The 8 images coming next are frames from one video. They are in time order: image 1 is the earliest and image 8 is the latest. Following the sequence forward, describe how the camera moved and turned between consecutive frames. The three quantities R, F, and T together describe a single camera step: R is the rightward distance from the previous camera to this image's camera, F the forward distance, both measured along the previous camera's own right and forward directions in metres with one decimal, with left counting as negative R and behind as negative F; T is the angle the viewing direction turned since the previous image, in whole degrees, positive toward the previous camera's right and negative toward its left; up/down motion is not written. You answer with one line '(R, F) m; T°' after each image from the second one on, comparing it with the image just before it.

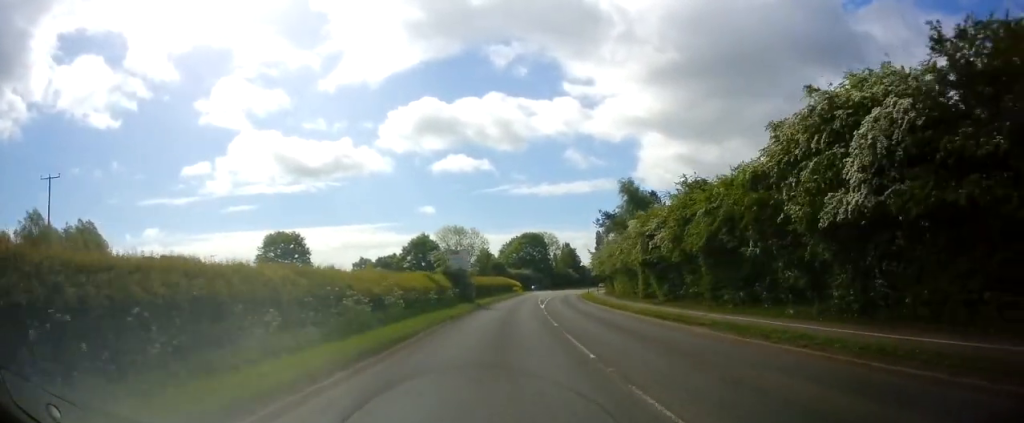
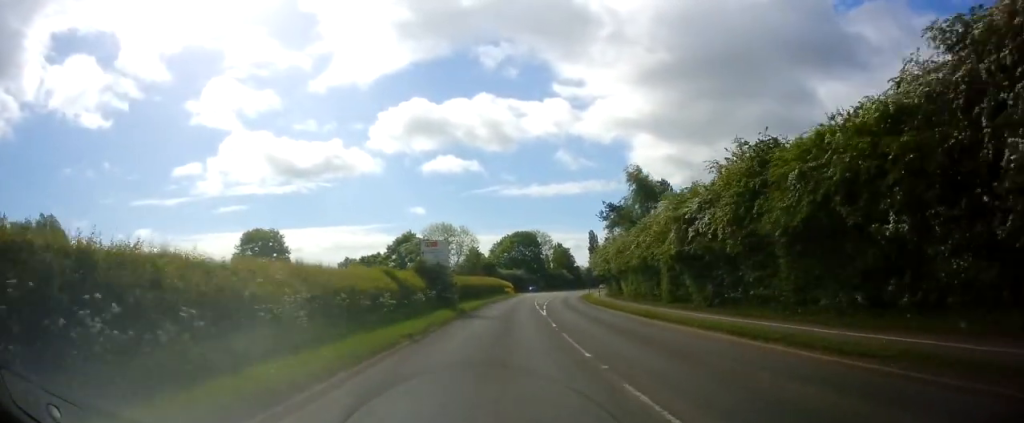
(+0.2, +8.6) m; 0°
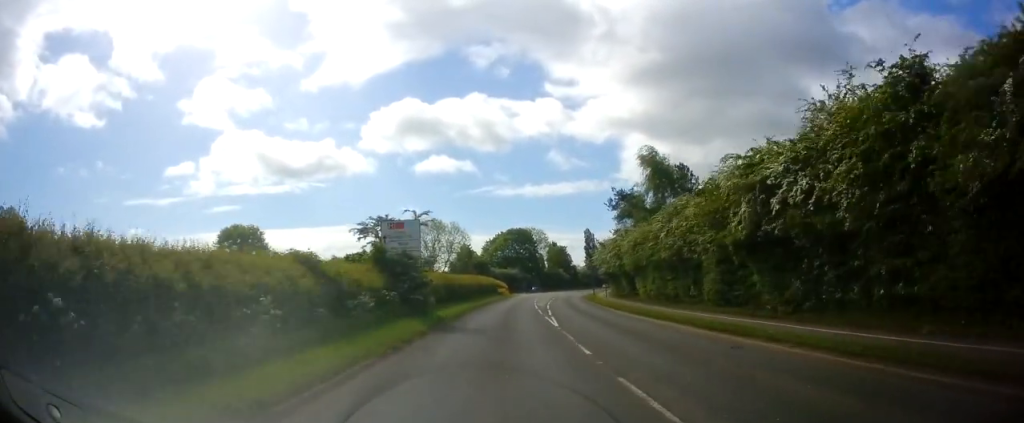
(+0.1, +8.6) m; +1°
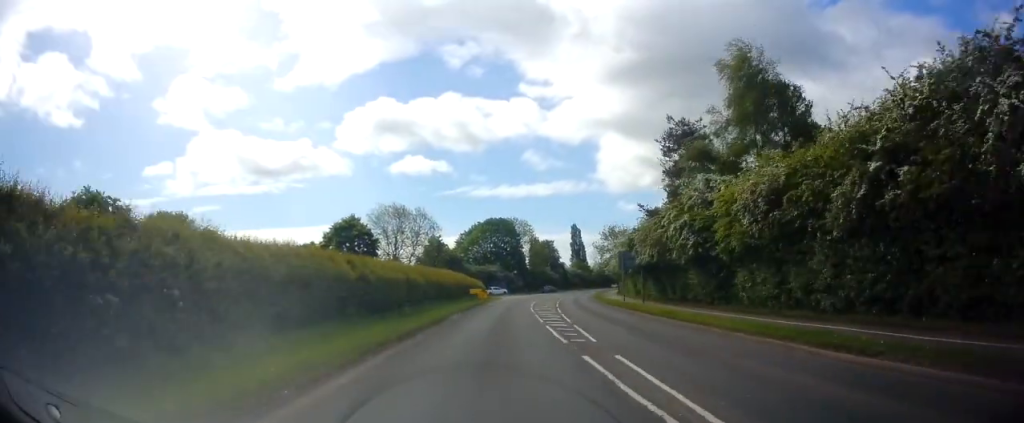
(+0.3, +24.2) m; +2°
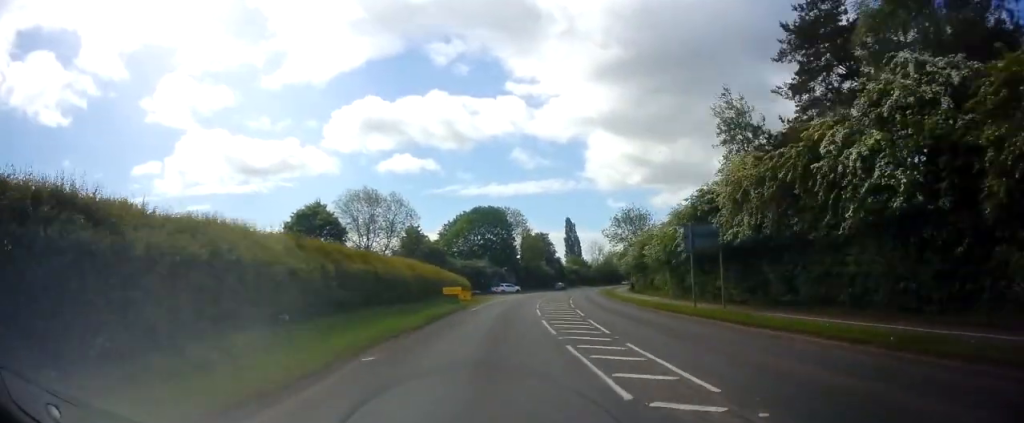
(+0.3, +16.1) m; +1°
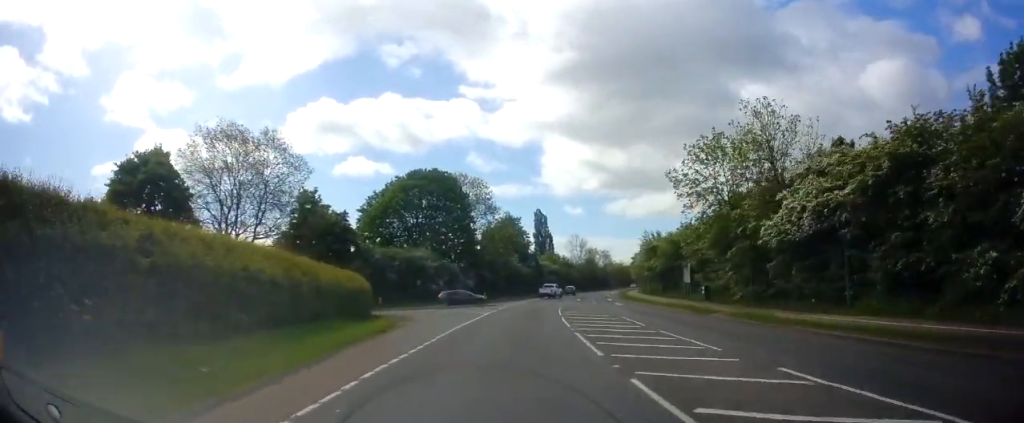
(+1.1, +40.4) m; +4°
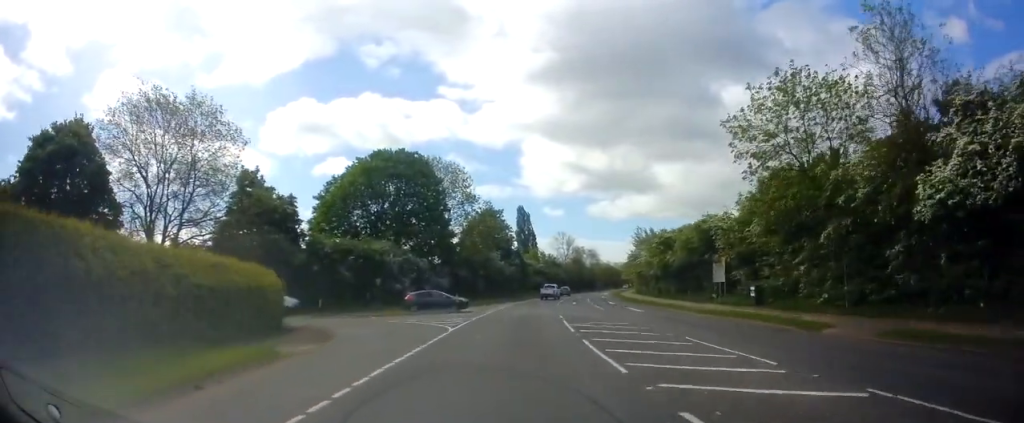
(+0.2, +11.3) m; +2°
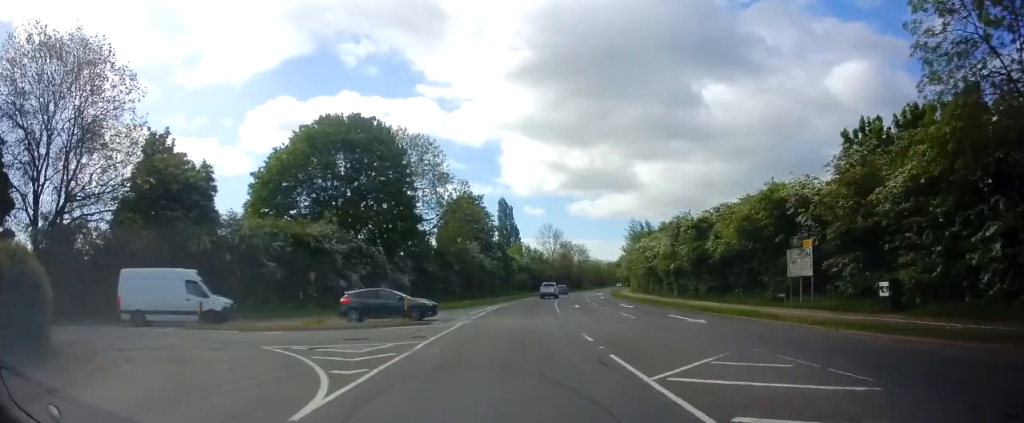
(+0.3, +13.0) m; +2°
